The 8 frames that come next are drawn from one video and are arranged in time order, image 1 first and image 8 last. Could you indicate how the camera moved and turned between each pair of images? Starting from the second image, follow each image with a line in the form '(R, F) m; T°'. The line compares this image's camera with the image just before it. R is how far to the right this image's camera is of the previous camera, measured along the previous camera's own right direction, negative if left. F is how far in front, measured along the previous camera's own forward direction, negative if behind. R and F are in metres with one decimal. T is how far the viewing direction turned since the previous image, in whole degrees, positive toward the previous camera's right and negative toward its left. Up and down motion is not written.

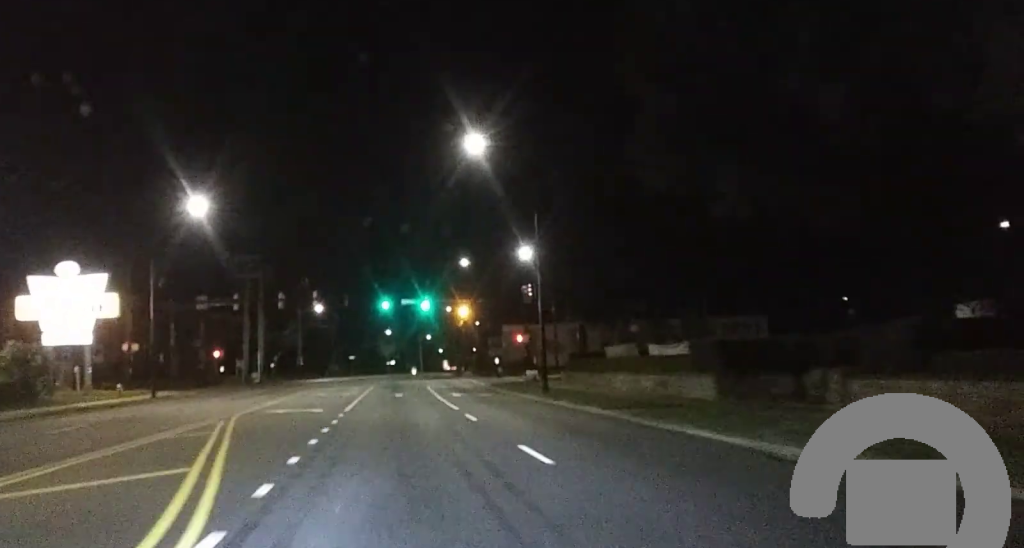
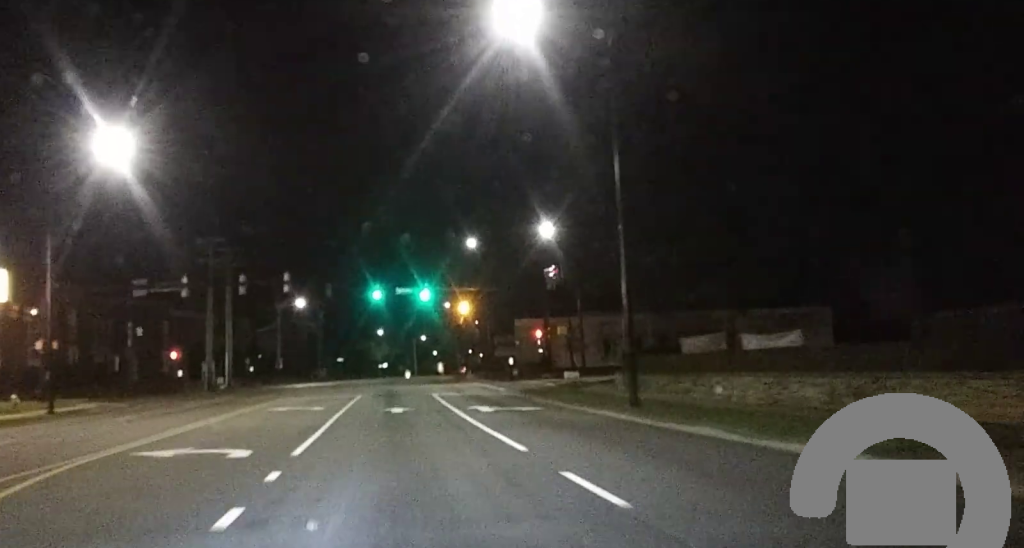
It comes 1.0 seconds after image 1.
(+0.1, +16.8) m; 0°
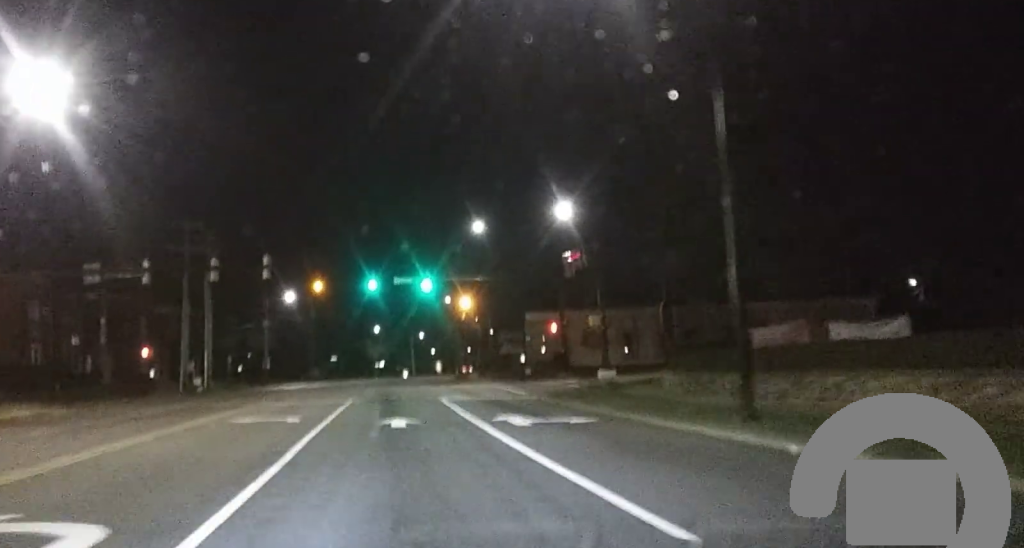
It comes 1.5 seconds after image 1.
(0.0, +8.2) m; 0°
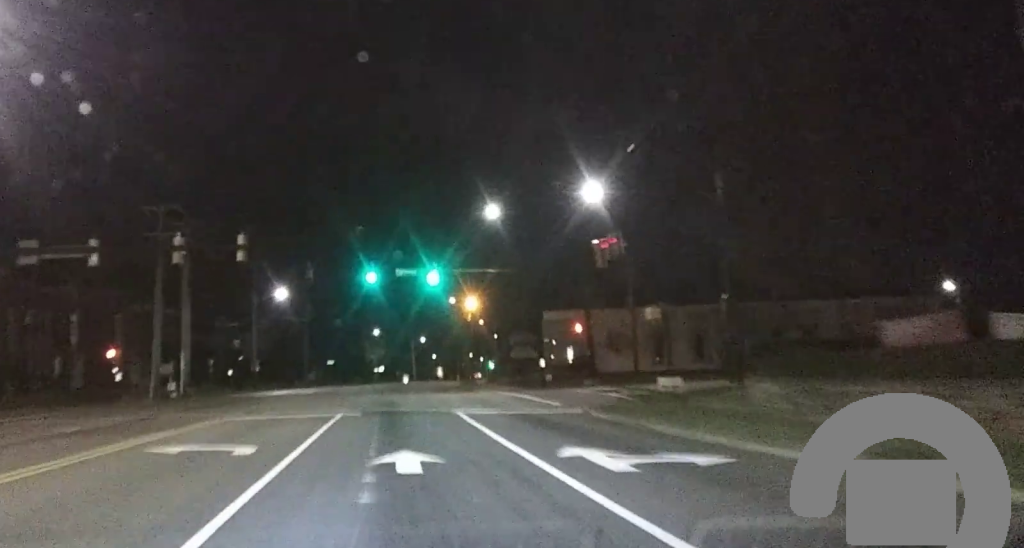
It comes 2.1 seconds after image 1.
(0.0, +9.3) m; 0°
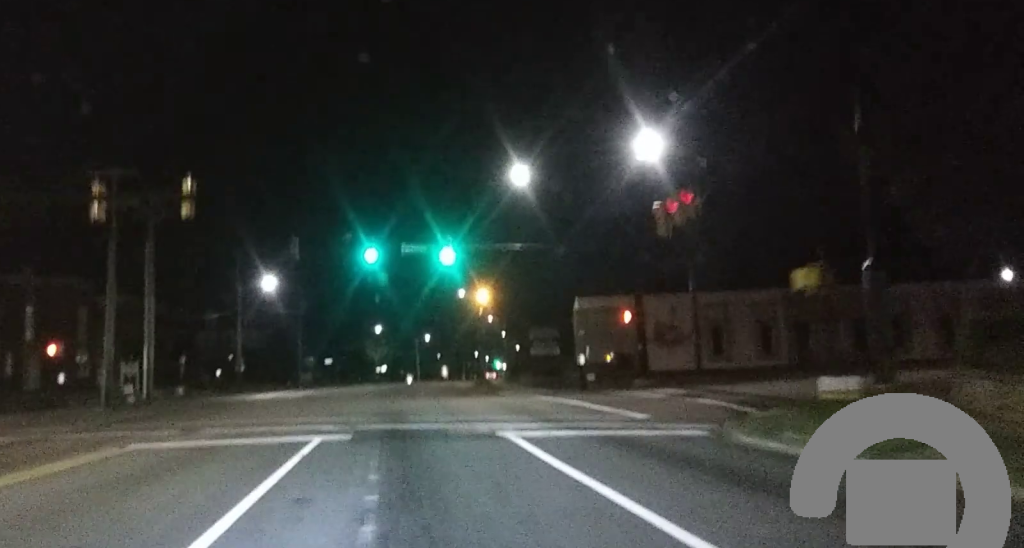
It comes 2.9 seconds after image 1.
(0.0, +12.7) m; 0°
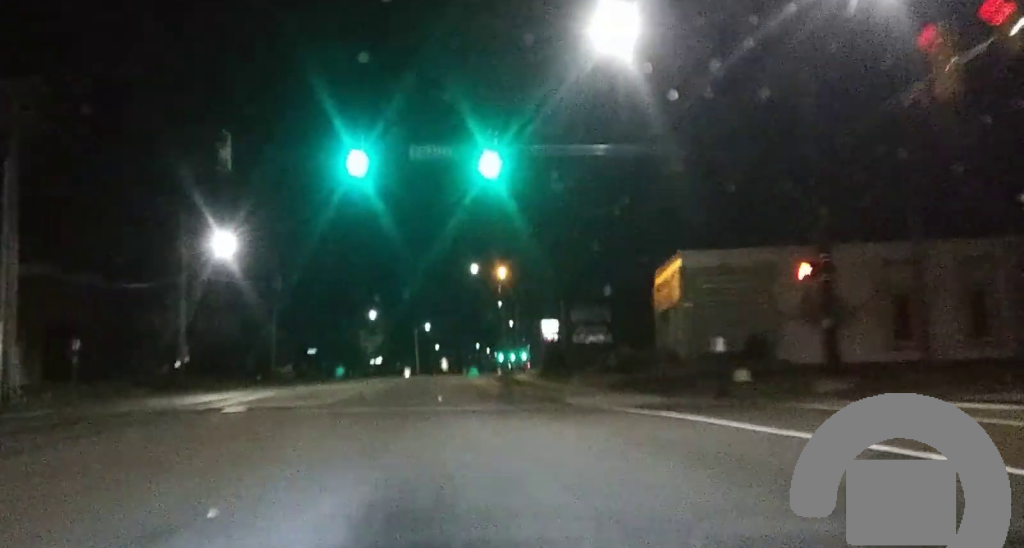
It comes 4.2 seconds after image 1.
(0.0, +21.4) m; 0°
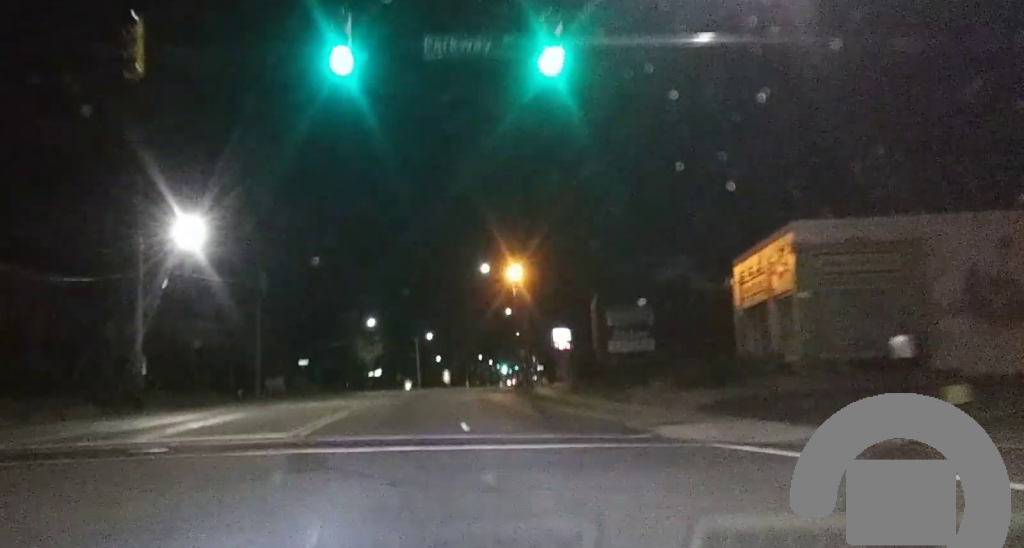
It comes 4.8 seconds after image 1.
(-0.1, +10.9) m; 0°
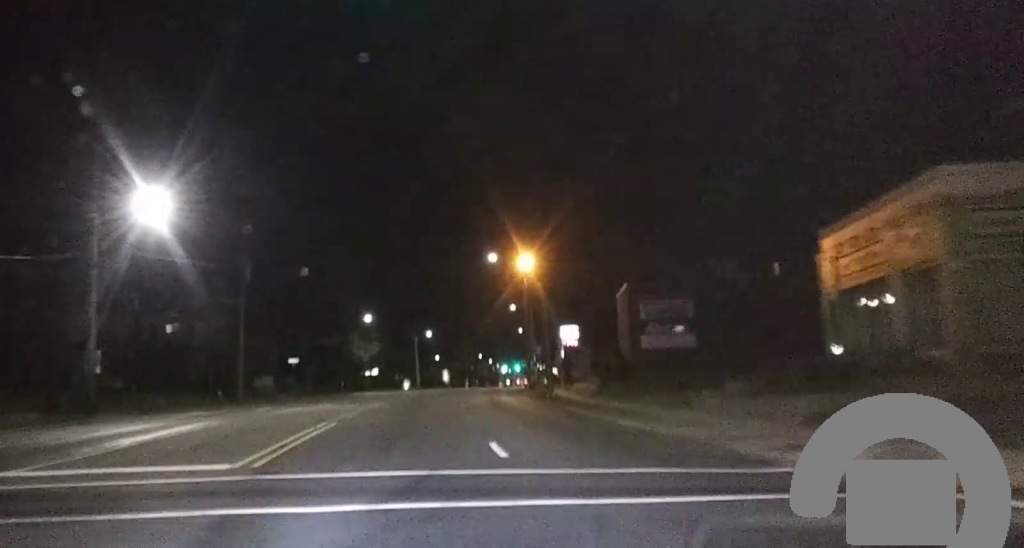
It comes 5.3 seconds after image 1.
(0.0, +8.2) m; 0°
